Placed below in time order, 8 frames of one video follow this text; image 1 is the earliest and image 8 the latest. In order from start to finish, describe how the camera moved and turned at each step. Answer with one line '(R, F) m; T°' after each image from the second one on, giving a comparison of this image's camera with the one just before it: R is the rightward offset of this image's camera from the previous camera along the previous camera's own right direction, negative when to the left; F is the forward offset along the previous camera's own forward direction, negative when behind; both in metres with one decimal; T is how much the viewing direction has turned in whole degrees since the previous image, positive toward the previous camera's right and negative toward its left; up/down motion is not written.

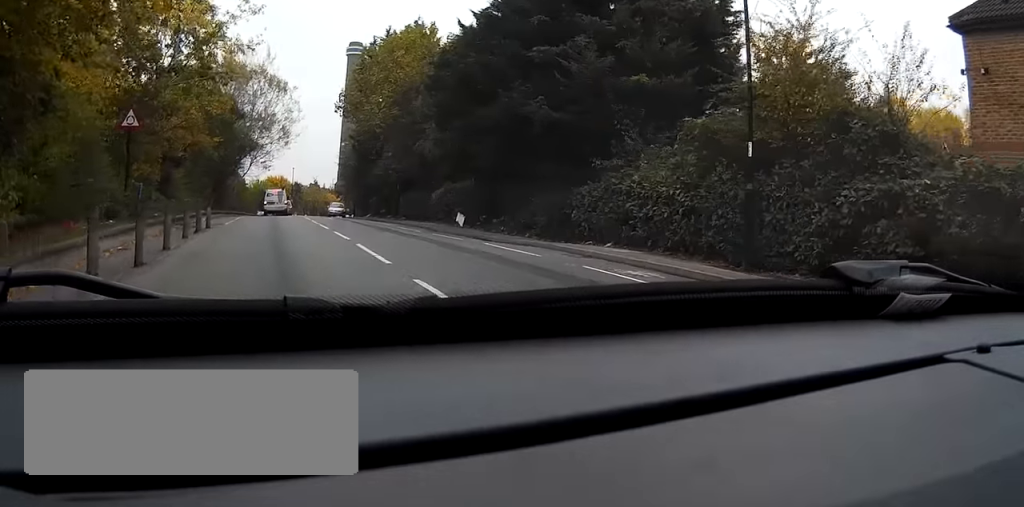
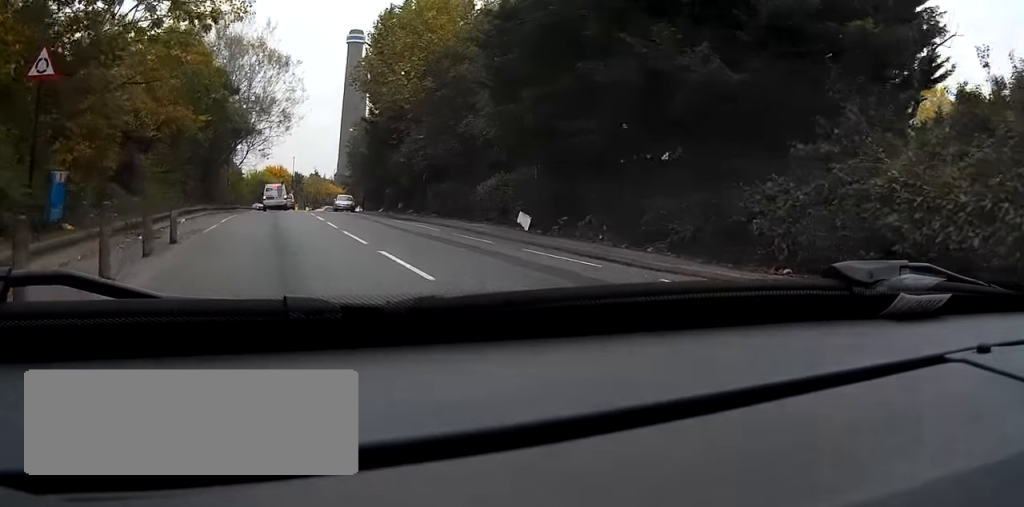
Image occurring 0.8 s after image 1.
(-0.1, +8.8) m; 0°
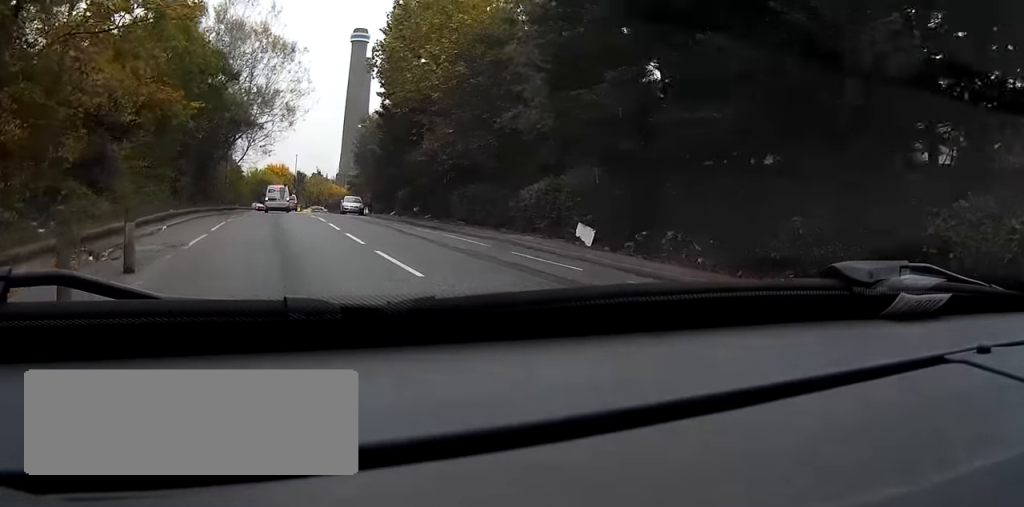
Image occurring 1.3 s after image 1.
(0.0, +5.0) m; 0°
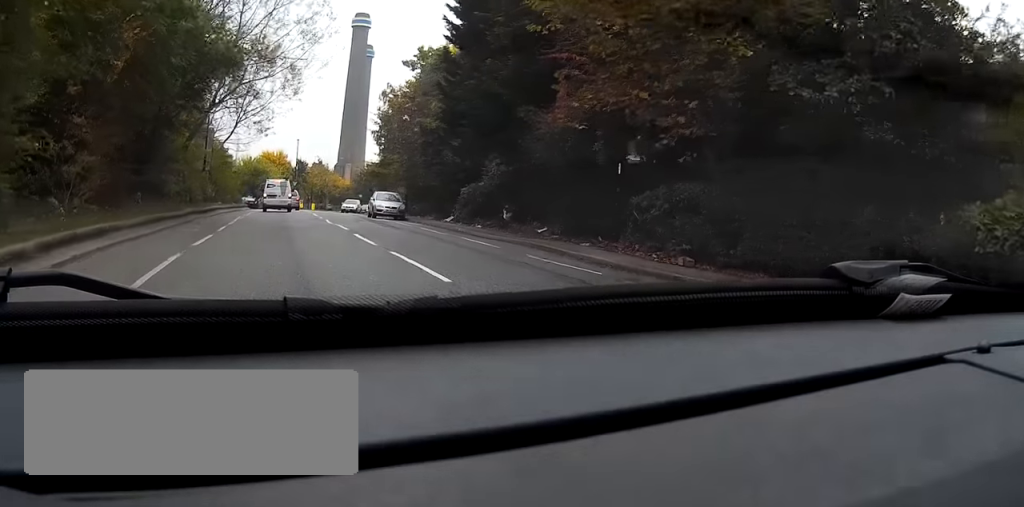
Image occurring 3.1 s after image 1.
(+0.3, +18.9) m; +1°
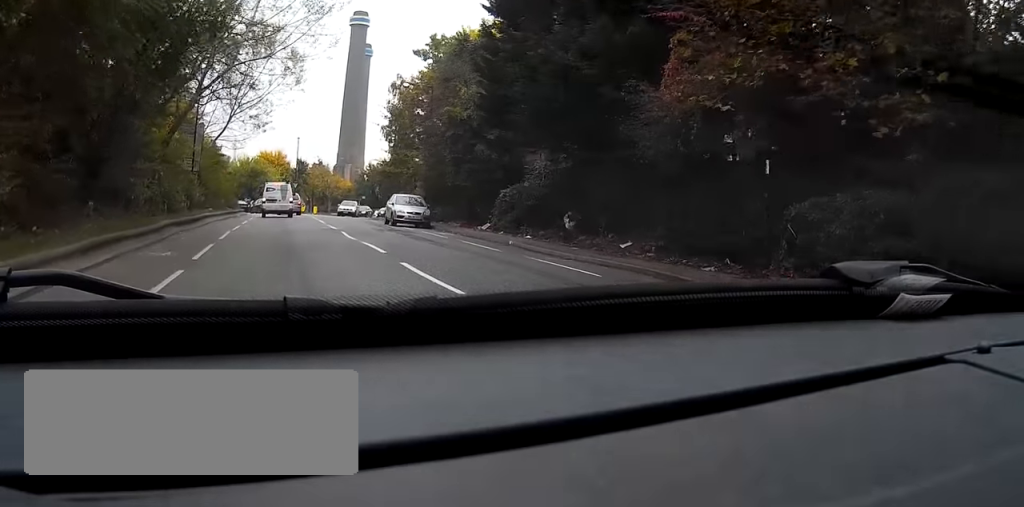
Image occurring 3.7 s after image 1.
(0.0, +6.5) m; 0°
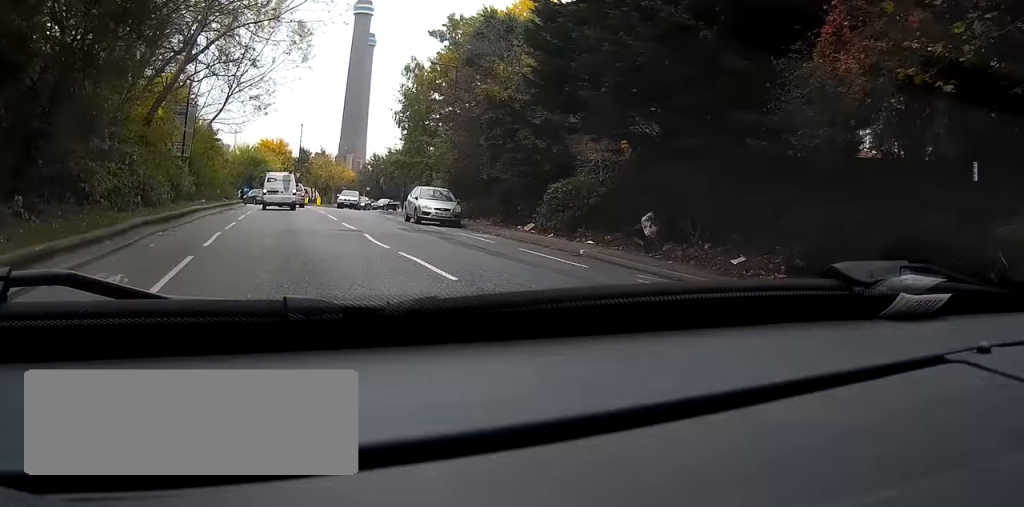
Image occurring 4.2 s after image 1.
(0.0, +5.2) m; 0°
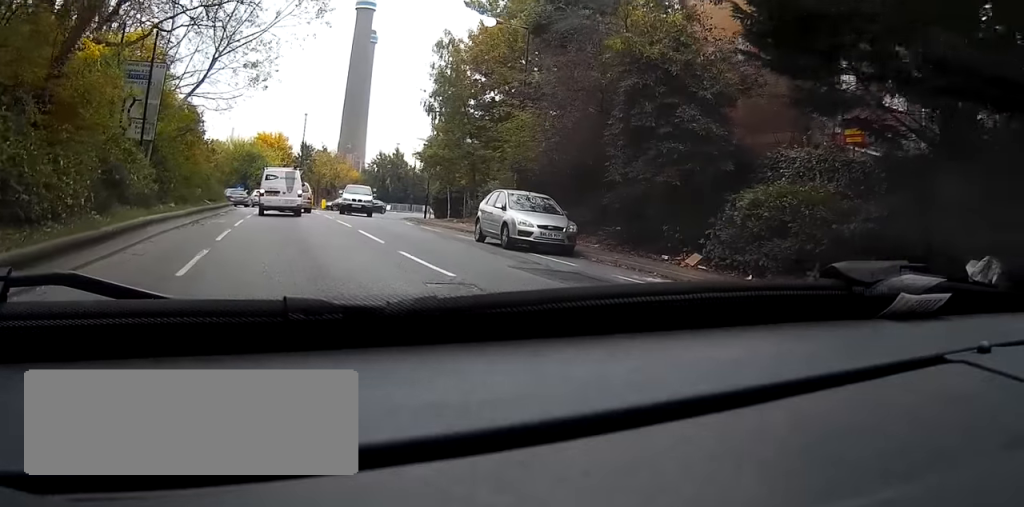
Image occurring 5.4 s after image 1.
(0.0, +11.3) m; +1°
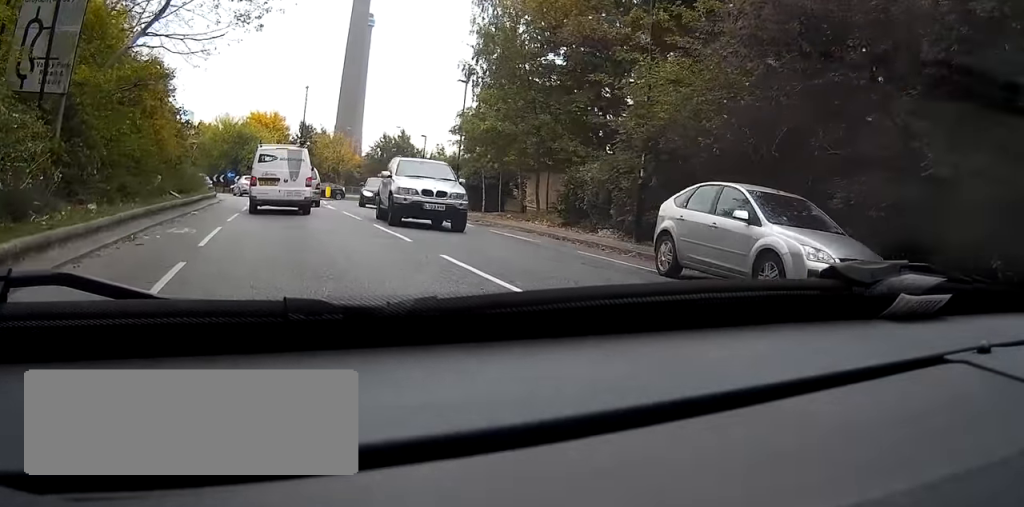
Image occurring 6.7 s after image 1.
(+0.3, +10.7) m; +2°
